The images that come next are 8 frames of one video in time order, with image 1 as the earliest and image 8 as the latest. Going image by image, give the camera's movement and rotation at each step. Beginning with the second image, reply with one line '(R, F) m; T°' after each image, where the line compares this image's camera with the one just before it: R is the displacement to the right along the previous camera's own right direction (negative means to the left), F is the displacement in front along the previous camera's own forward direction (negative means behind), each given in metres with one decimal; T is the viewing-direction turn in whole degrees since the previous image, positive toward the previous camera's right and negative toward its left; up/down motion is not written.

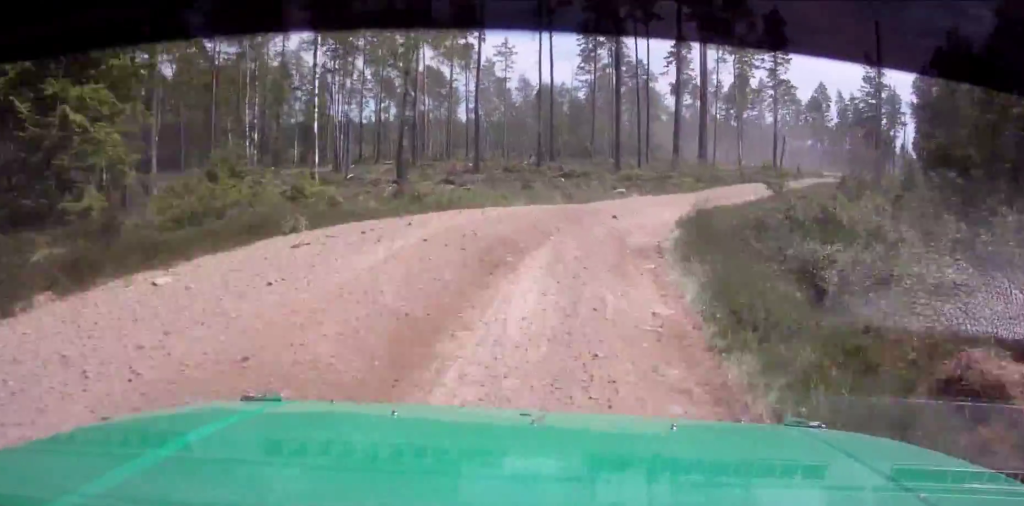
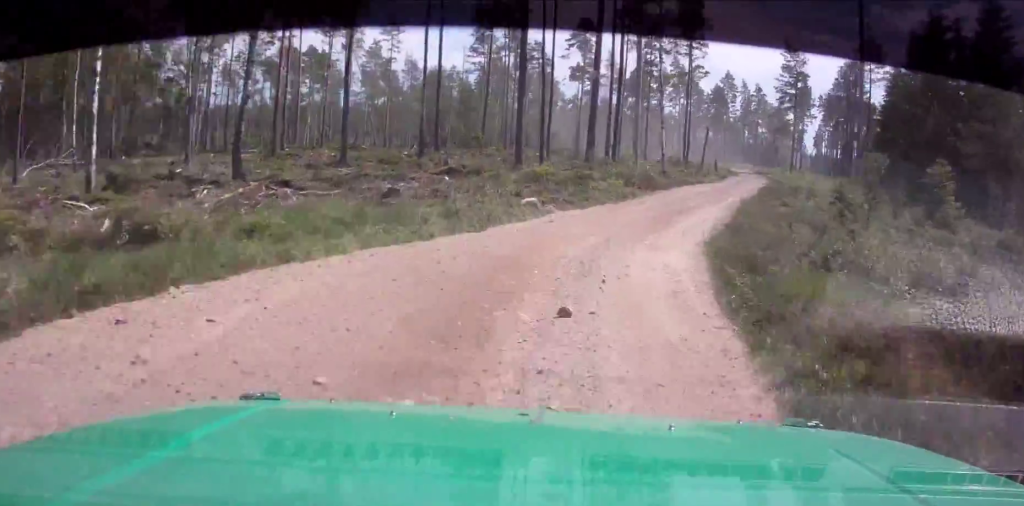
(+0.9, +10.5) m; +8°
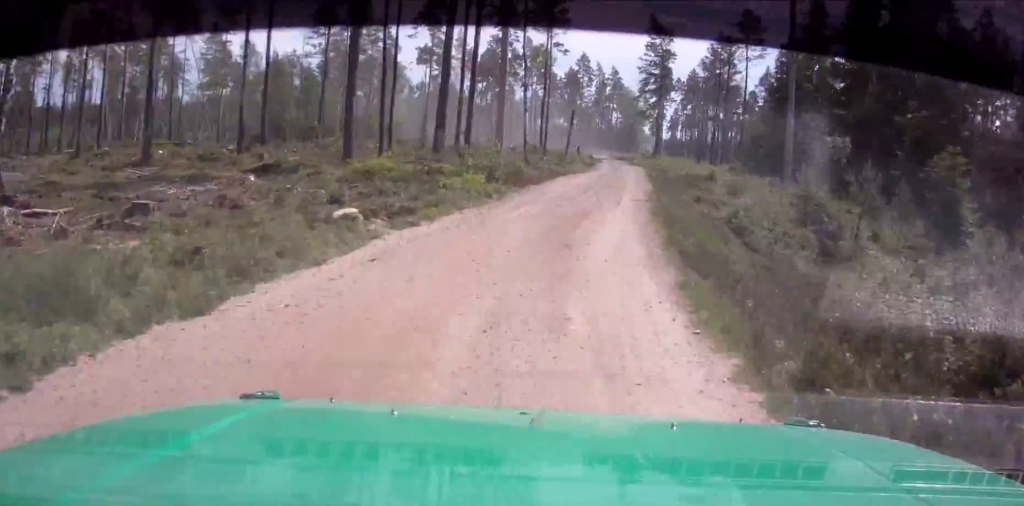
(+0.2, +8.3) m; +5°
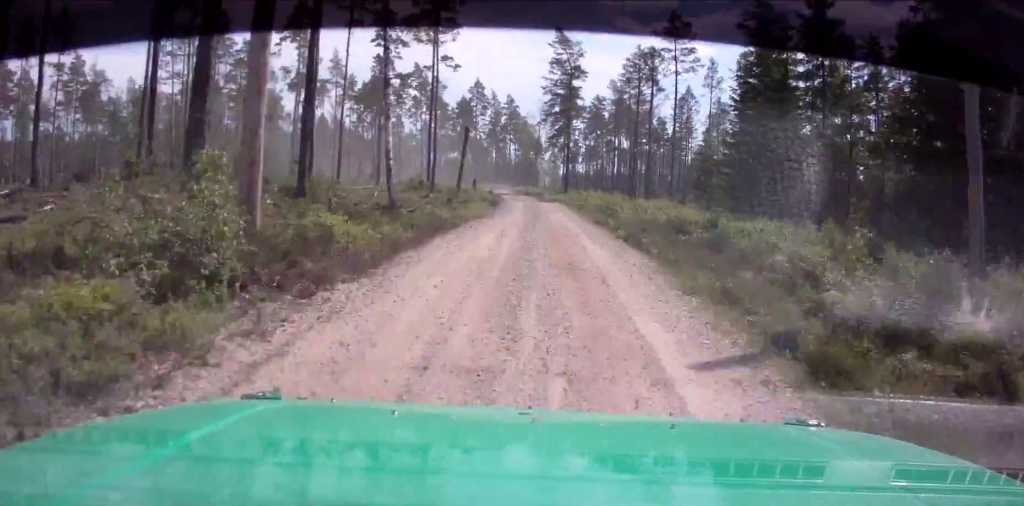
(+1.9, +18.5) m; +5°
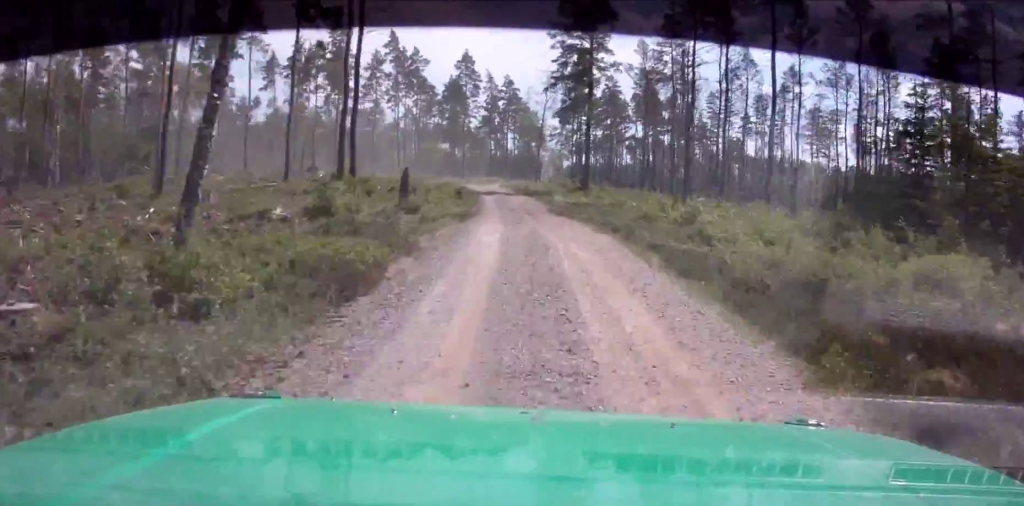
(-0.4, +35.4) m; -3°
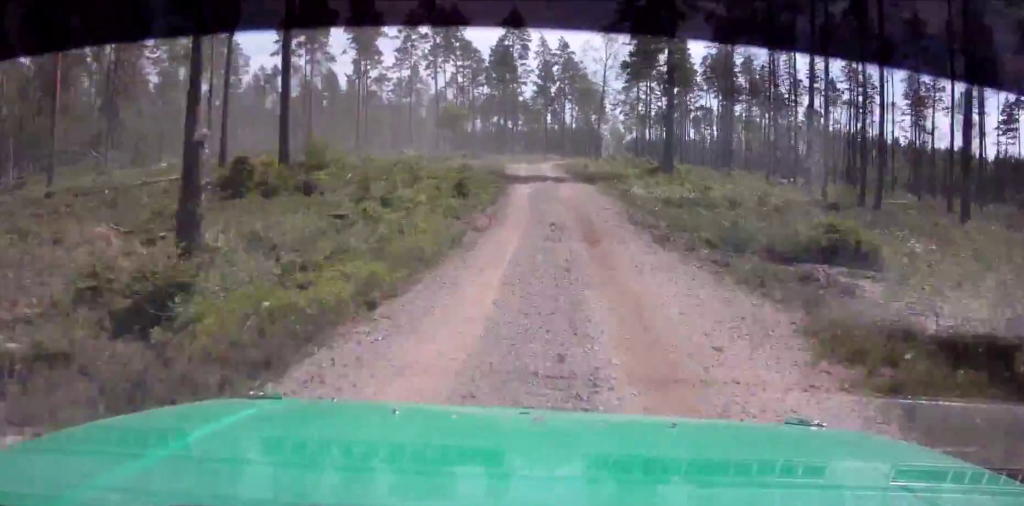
(-0.4, +18.9) m; -2°
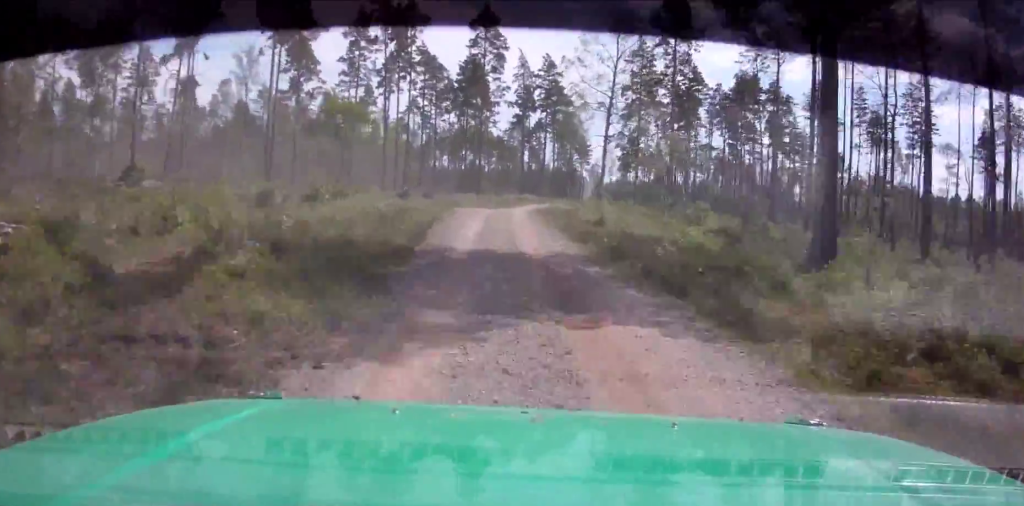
(-0.3, +28.8) m; 0°
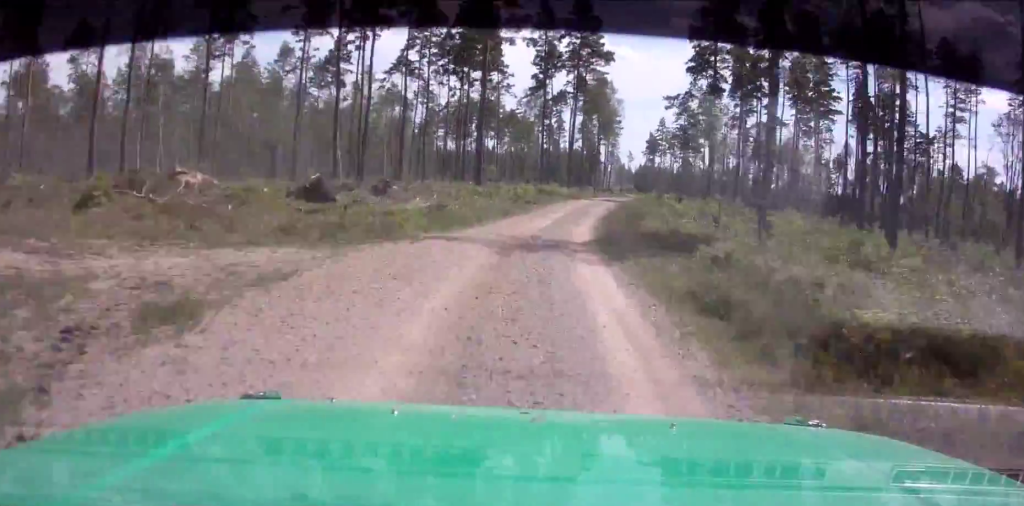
(+1.0, +36.0) m; +4°
